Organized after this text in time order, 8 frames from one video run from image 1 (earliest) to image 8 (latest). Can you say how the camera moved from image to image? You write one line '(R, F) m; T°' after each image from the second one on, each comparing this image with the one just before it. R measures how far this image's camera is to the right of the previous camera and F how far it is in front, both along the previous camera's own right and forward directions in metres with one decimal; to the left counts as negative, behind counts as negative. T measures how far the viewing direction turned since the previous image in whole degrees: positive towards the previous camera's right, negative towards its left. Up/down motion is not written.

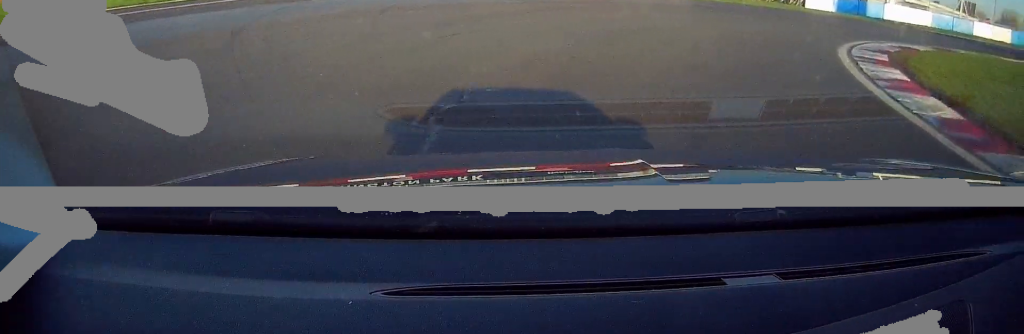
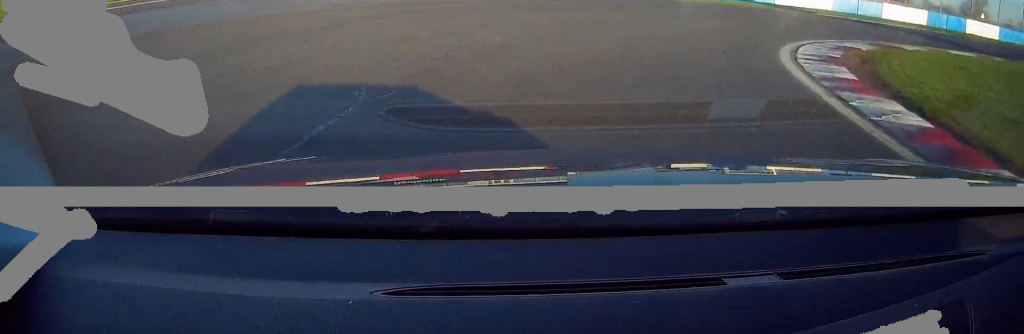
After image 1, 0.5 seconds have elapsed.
(+0.9, +4.6) m; +12°
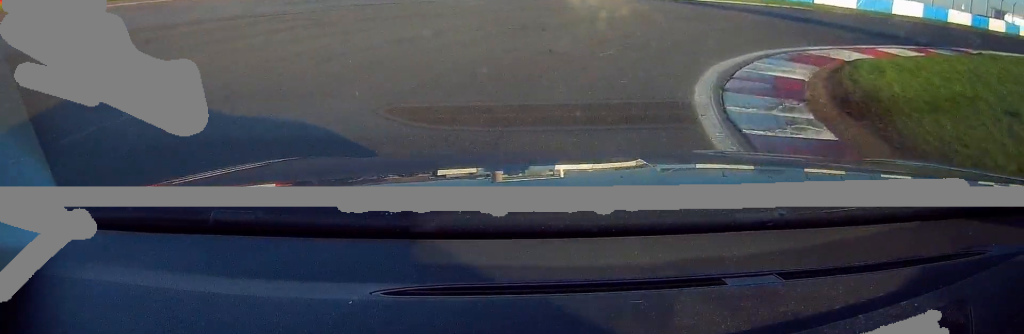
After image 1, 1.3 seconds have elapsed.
(+1.6, +8.4) m; +21°
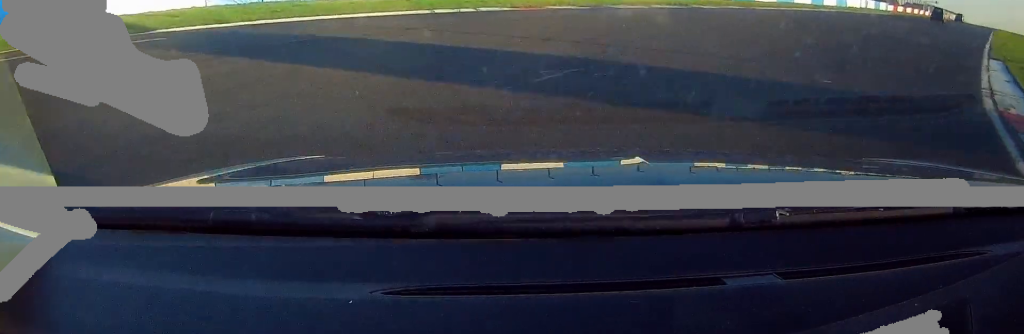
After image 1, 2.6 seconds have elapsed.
(+3.9, +13.8) m; +30°
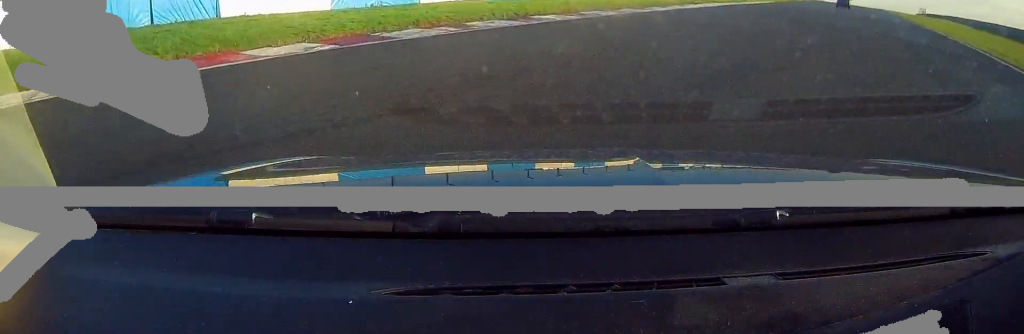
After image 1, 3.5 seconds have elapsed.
(+2.2, +11.6) m; +17°
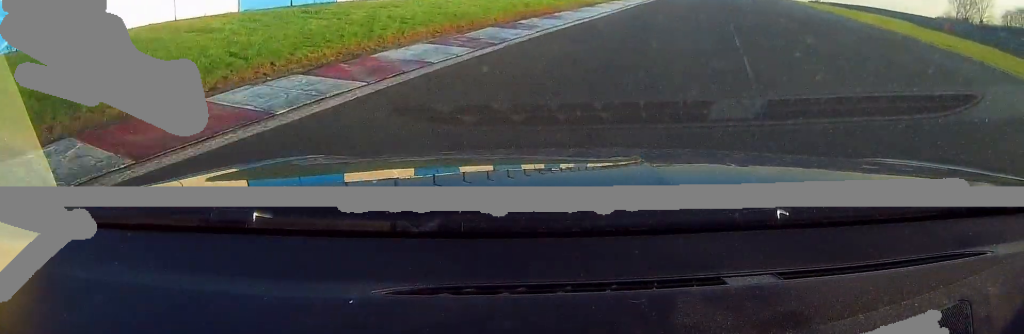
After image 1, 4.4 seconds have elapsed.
(+1.3, +12.1) m; +11°
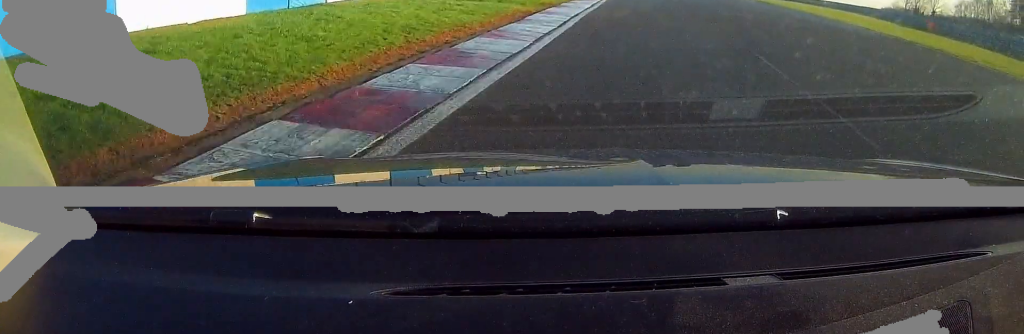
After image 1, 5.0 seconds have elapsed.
(-0.2, +7.9) m; +6°
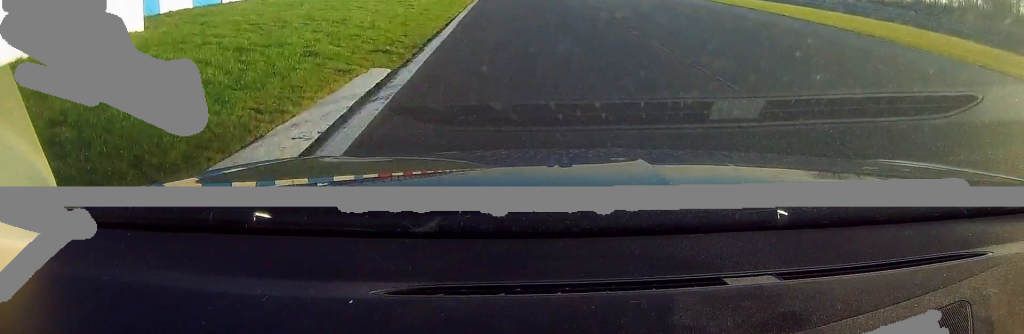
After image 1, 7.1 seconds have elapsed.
(+6.7, +35.2) m; +14°
